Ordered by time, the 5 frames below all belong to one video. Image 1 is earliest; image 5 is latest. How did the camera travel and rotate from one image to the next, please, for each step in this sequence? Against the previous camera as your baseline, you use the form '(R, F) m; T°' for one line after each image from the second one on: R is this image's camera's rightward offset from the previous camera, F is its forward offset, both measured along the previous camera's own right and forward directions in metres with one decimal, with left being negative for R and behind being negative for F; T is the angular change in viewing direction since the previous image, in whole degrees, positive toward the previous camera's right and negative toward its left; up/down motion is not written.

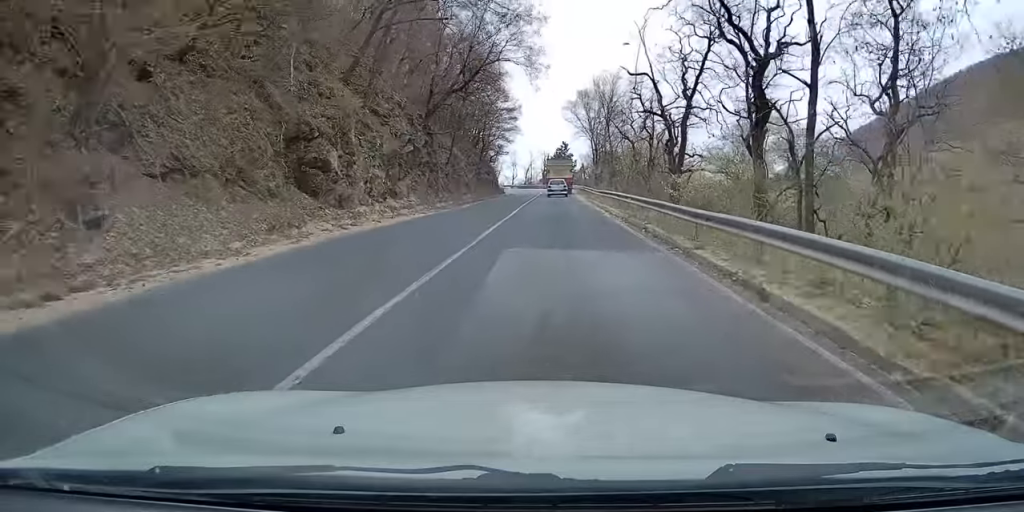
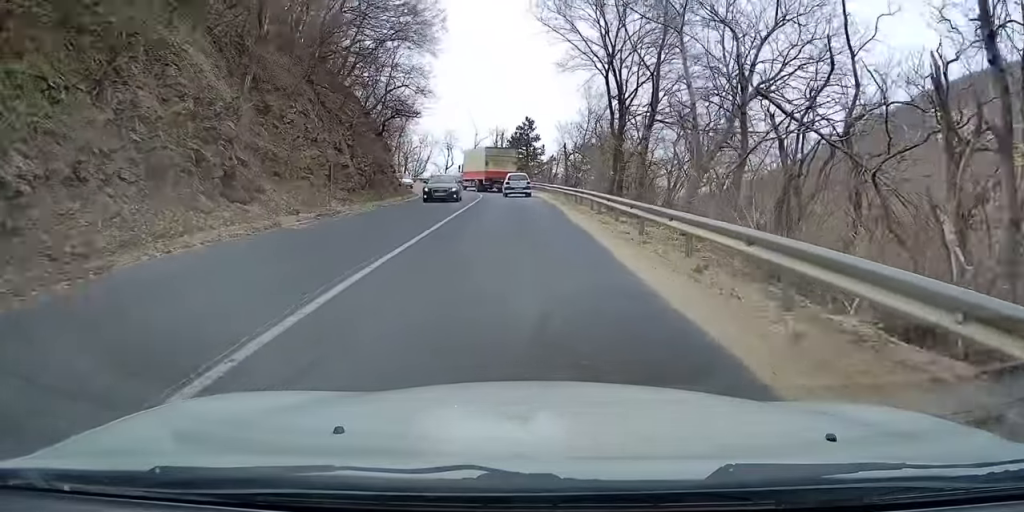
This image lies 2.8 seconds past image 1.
(+0.8, +40.5) m; 0°
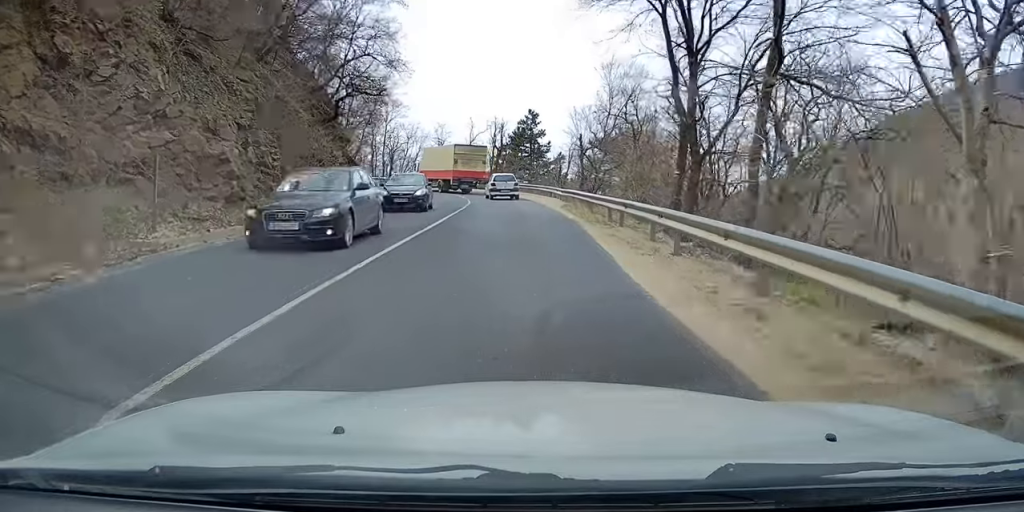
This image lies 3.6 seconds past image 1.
(0.0, +9.8) m; -1°
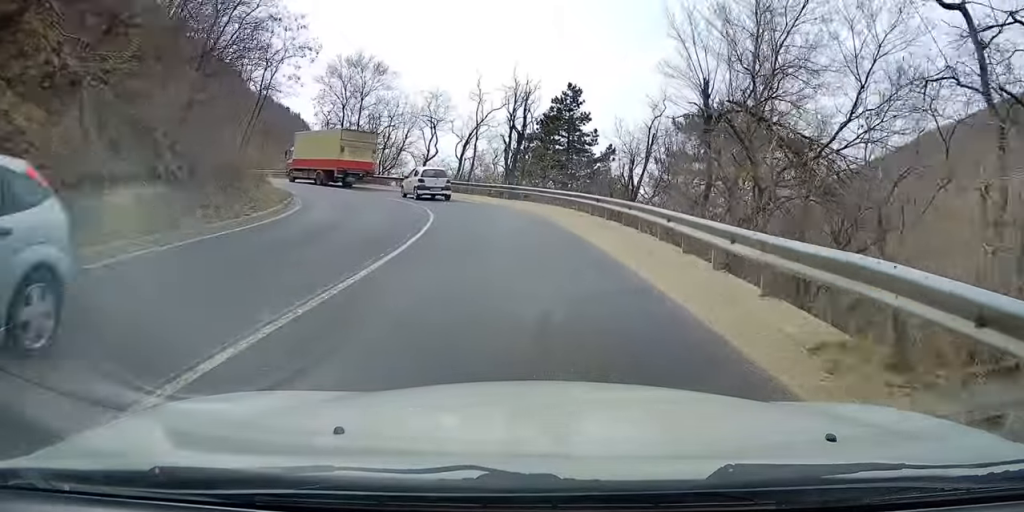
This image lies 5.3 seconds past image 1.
(-1.2, +18.2) m; -10°
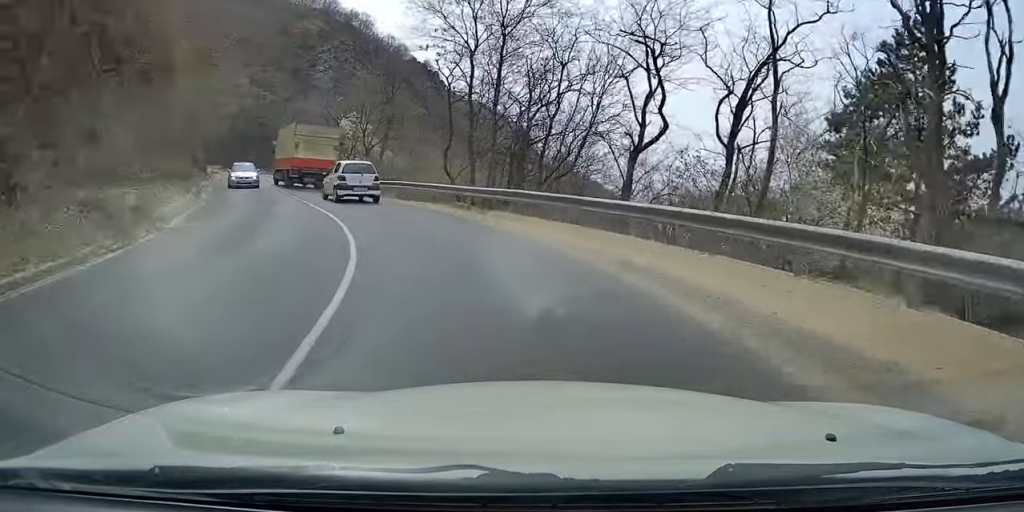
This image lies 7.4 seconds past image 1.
(-3.7, +21.4) m; -22°
